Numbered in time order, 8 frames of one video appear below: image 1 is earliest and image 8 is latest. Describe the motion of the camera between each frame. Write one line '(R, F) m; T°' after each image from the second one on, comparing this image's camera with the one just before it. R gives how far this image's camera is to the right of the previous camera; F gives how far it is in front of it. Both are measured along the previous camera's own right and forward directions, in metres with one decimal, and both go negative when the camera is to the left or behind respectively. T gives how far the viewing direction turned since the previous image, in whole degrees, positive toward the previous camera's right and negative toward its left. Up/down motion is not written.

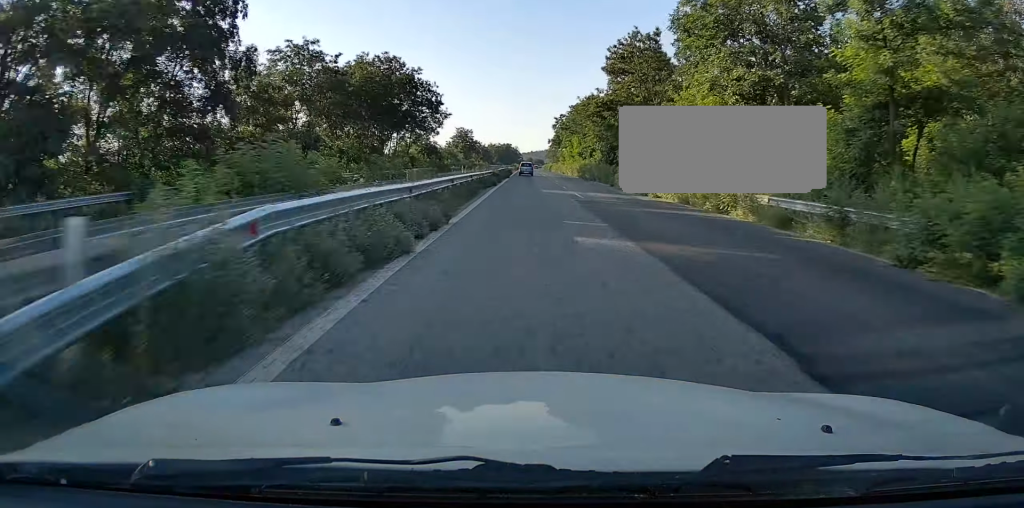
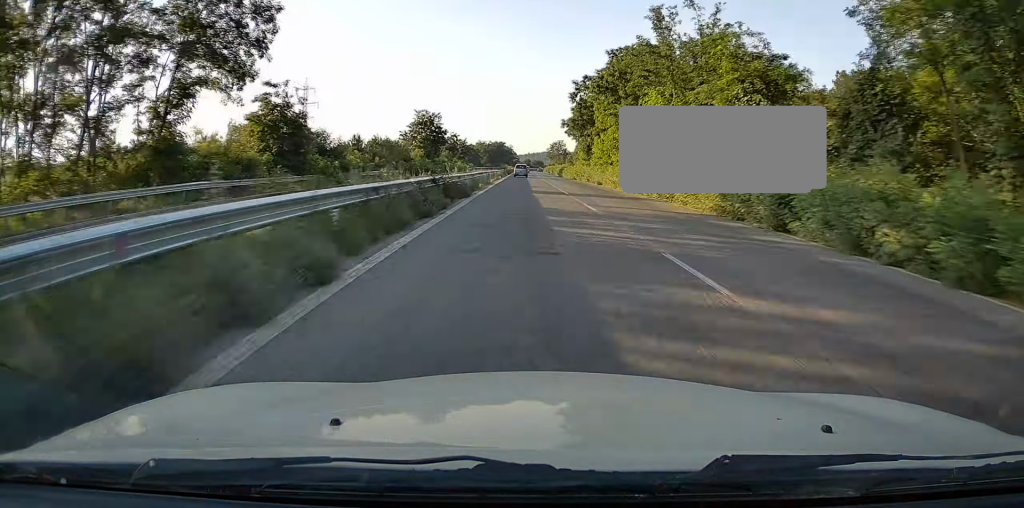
(+0.3, +57.4) m; 0°
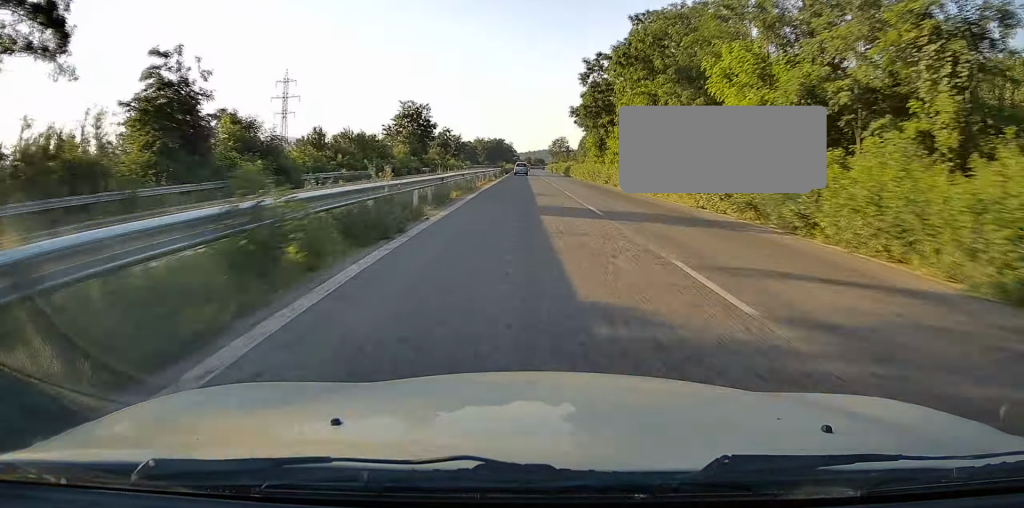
(0.0, +13.4) m; 0°
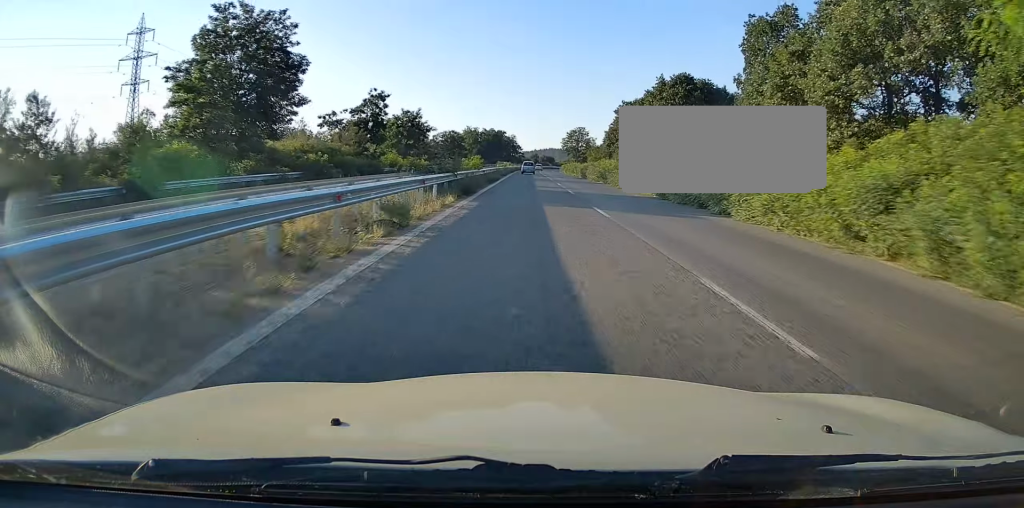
(+0.3, +60.9) m; 0°
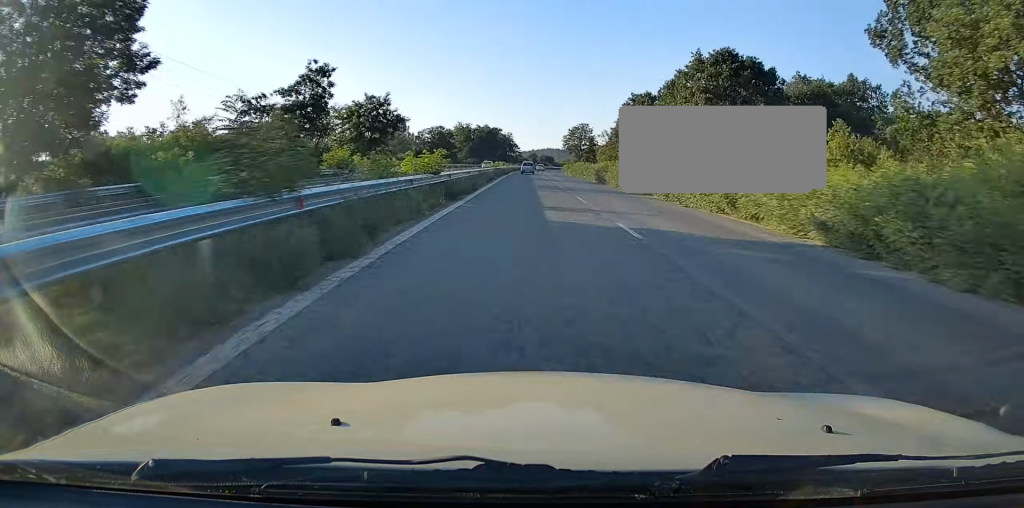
(-0.2, +17.5) m; 0°
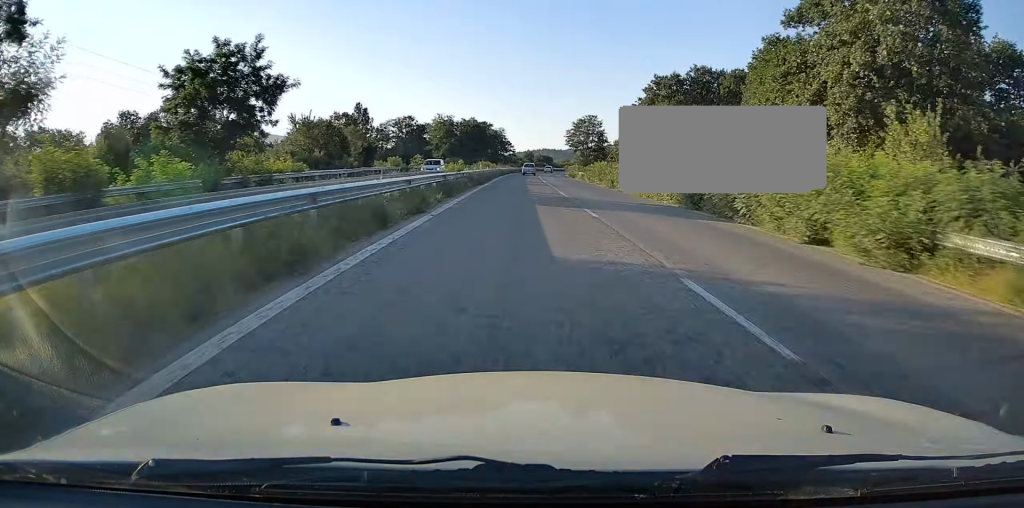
(-0.1, +30.9) m; 0°
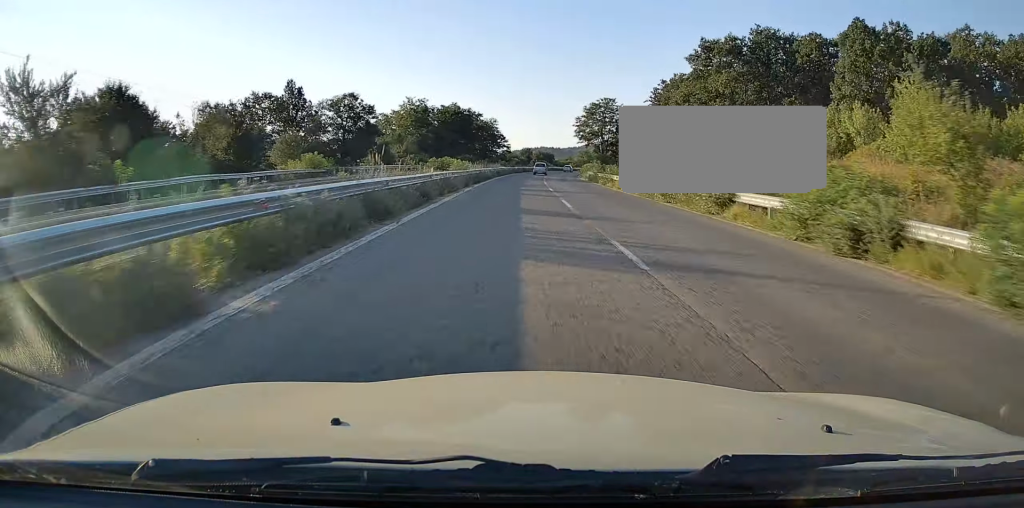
(+0.3, +32.9) m; 0°
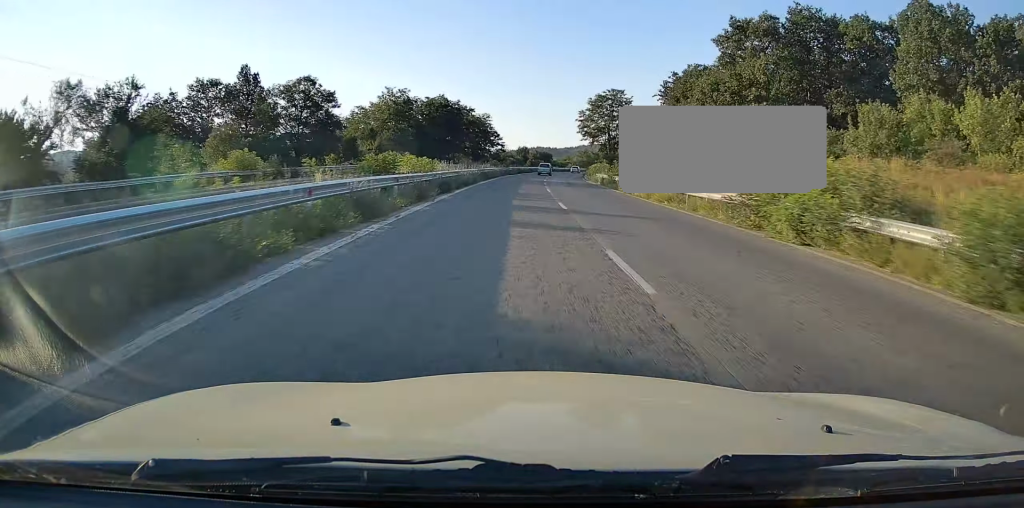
(0.0, +13.4) m; 0°
